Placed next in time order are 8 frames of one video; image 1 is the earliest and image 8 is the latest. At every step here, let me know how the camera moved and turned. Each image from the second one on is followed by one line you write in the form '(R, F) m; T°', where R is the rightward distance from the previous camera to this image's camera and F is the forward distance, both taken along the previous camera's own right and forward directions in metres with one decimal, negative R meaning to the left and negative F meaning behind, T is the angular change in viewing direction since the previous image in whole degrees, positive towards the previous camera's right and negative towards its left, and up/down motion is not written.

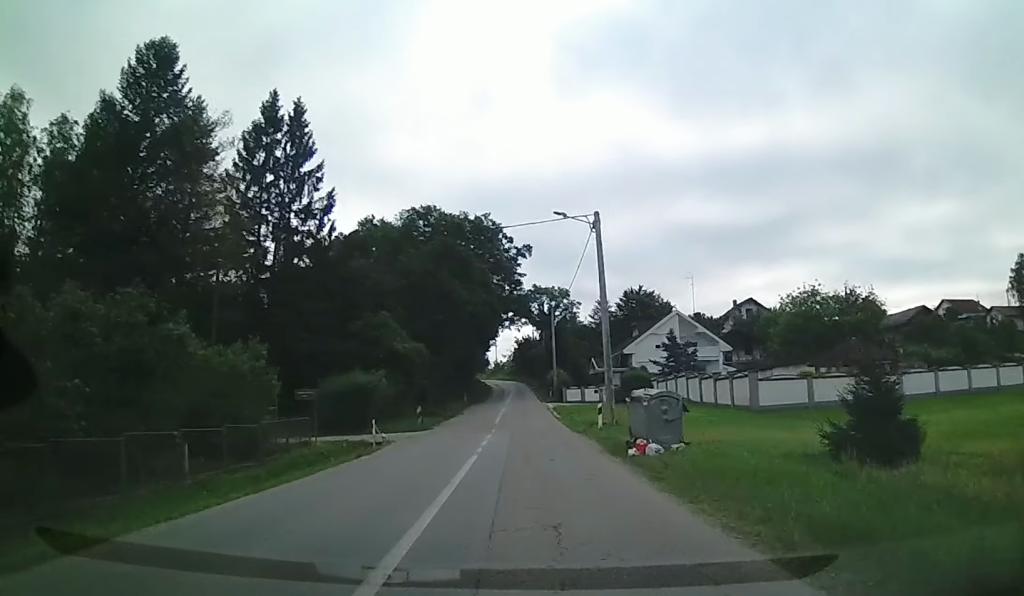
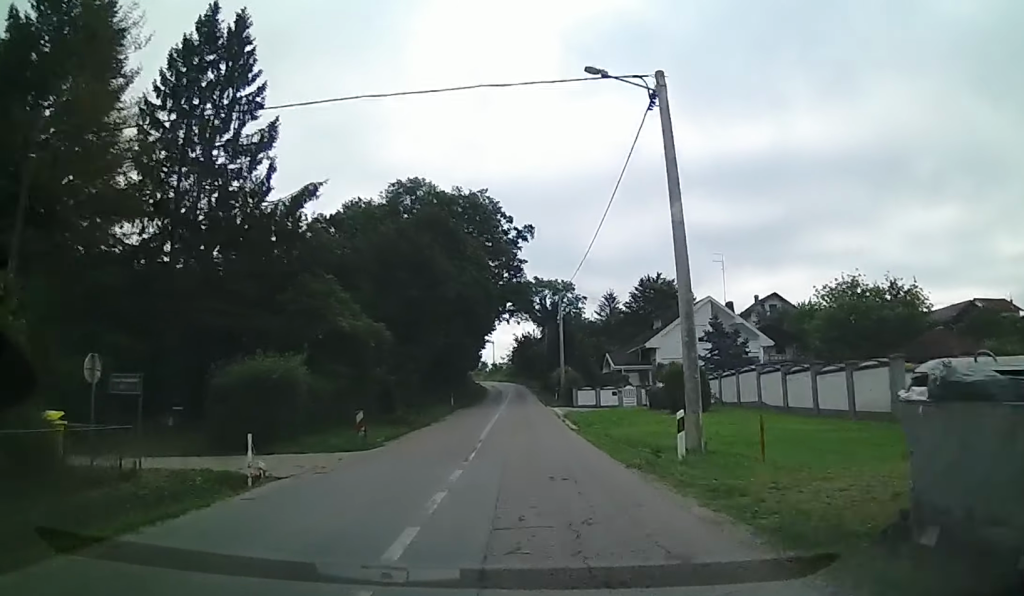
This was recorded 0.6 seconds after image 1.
(-0.1, +11.6) m; 0°
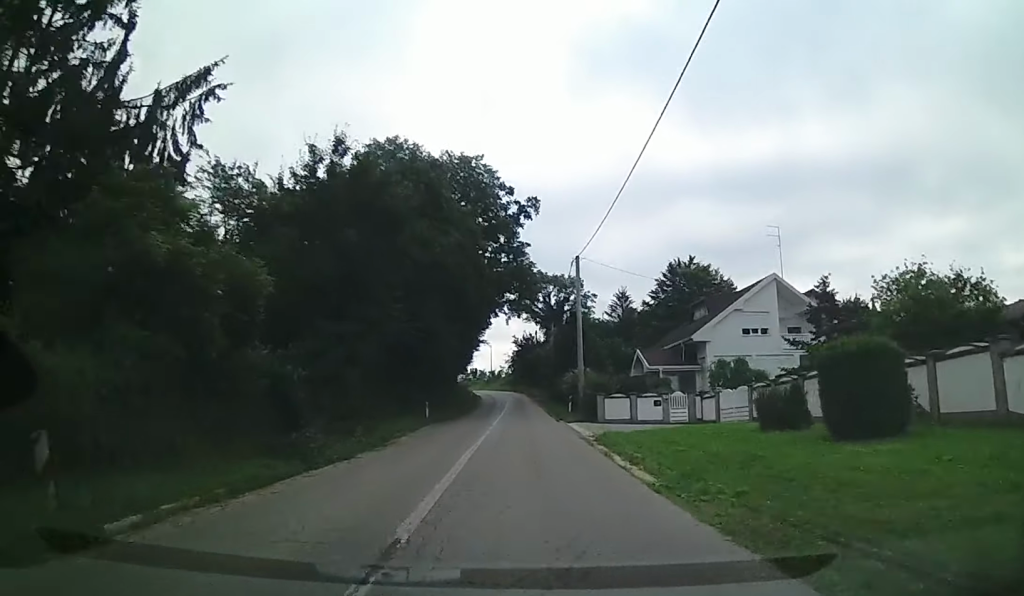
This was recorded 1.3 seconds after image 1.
(+0.2, +14.2) m; 0°
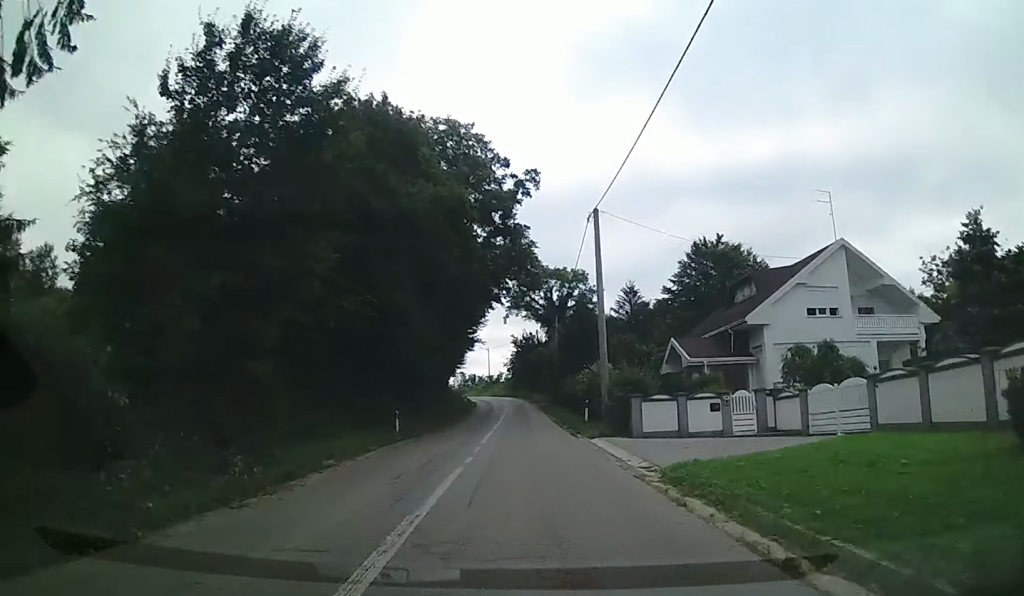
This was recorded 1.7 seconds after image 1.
(0.0, +9.3) m; 0°
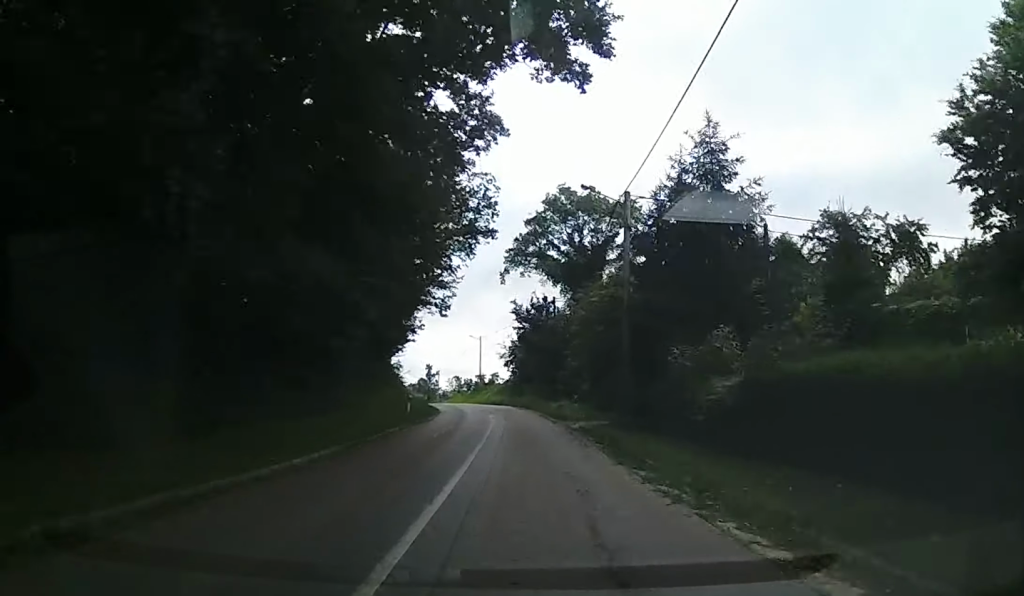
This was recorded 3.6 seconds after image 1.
(-0.2, +35.8) m; -1°
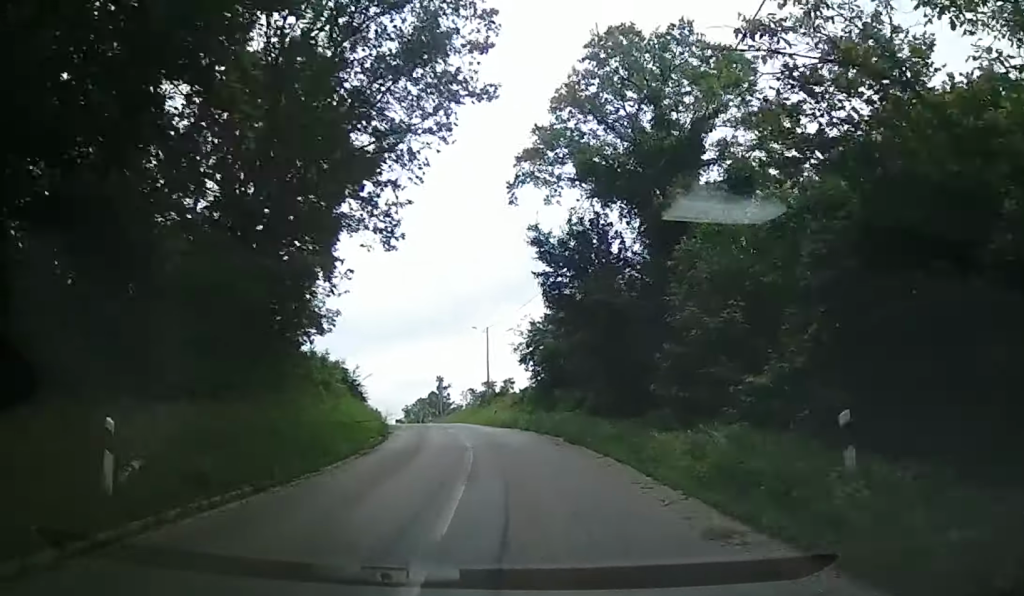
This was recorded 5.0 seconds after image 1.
(-0.8, +25.6) m; -3°
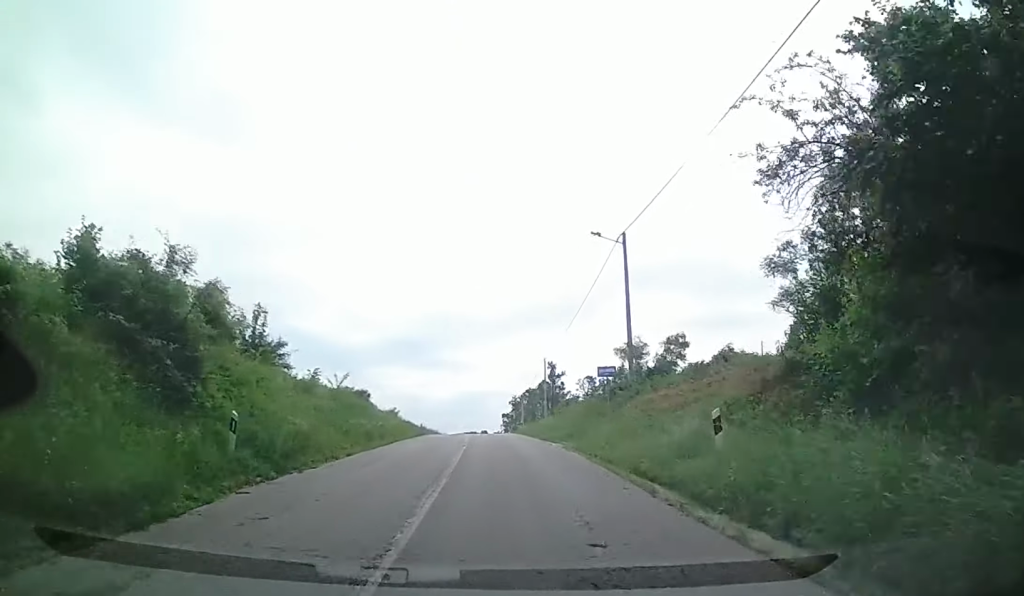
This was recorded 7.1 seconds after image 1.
(-1.7, +33.8) m; -8°
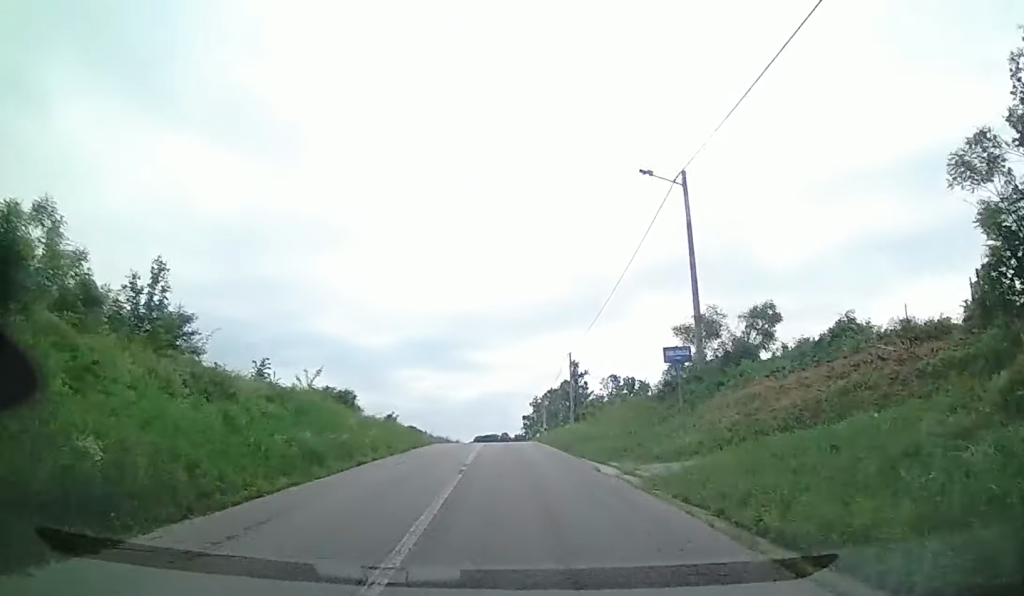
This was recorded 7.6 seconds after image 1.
(-0.3, +8.4) m; -2°
